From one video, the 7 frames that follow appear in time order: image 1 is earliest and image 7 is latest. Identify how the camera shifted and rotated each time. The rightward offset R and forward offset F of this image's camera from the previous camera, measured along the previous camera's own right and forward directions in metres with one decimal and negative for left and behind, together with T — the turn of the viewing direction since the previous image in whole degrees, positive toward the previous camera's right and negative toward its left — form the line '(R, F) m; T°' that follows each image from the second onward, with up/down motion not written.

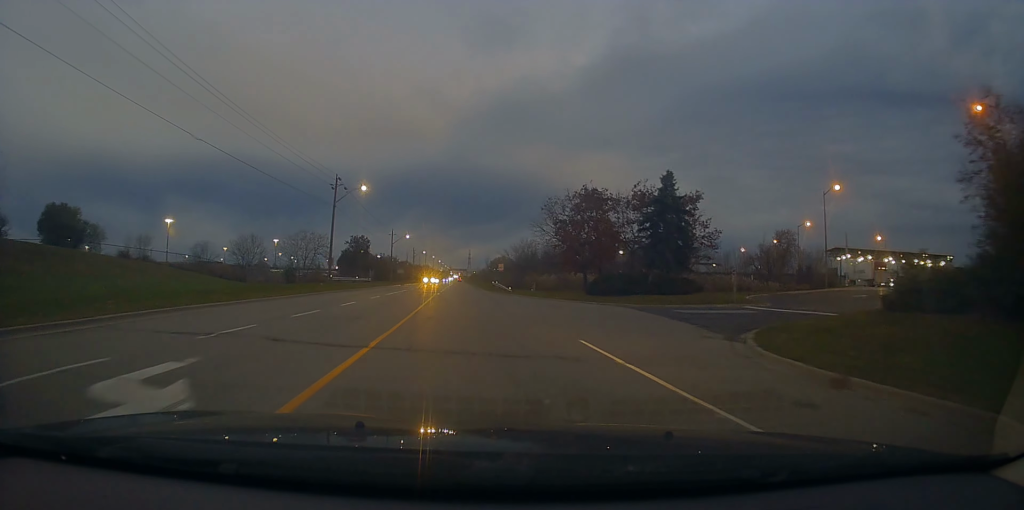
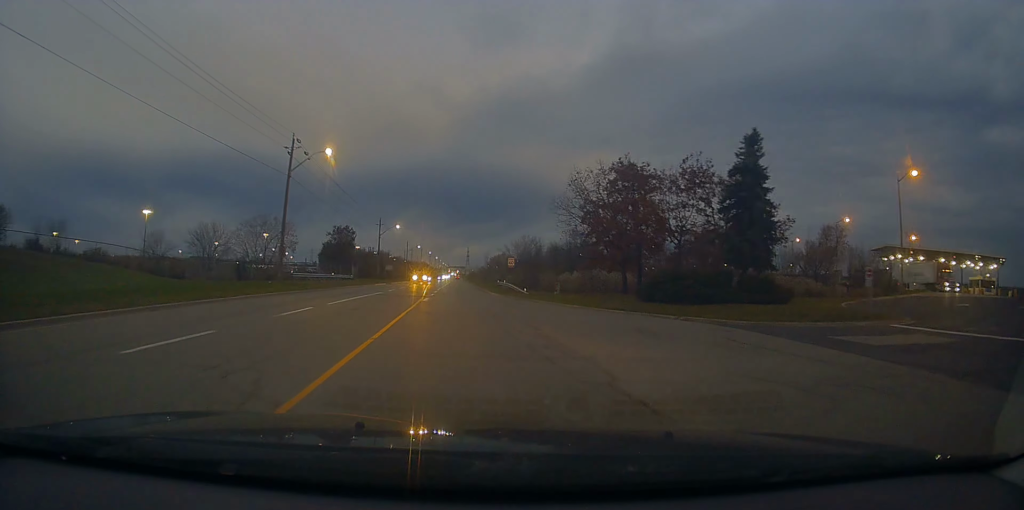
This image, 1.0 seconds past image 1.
(+0.2, +15.2) m; 0°
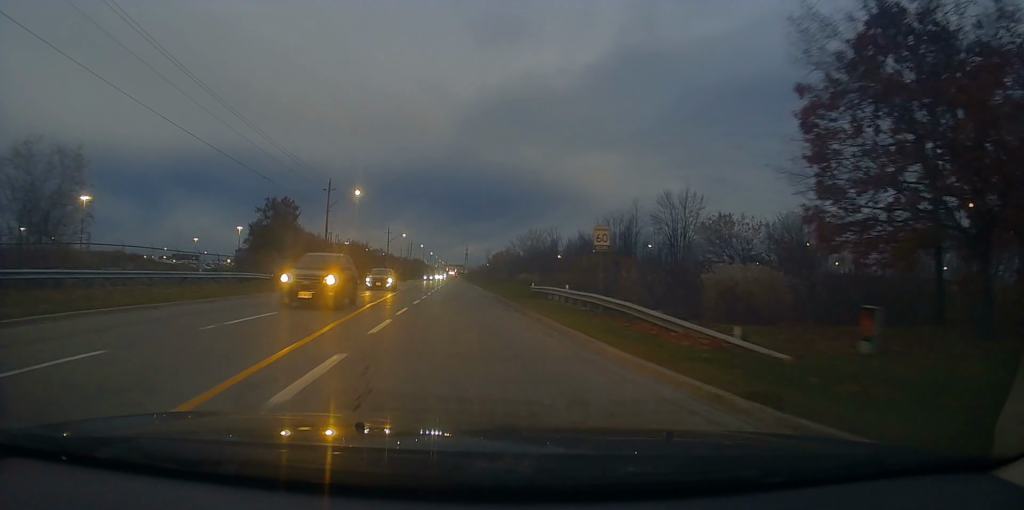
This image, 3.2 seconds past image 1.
(+0.7, +35.7) m; 0°
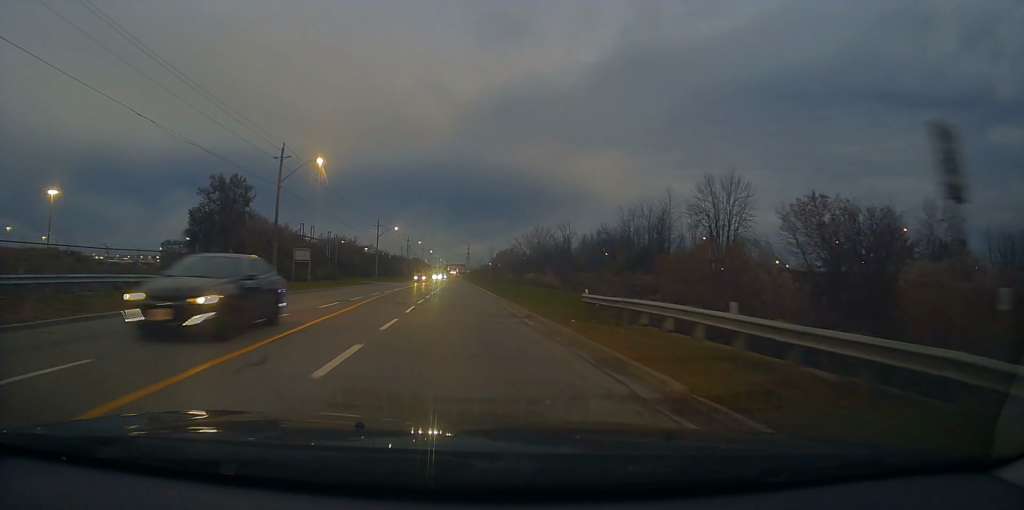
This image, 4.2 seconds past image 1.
(-0.8, +16.0) m; -1°
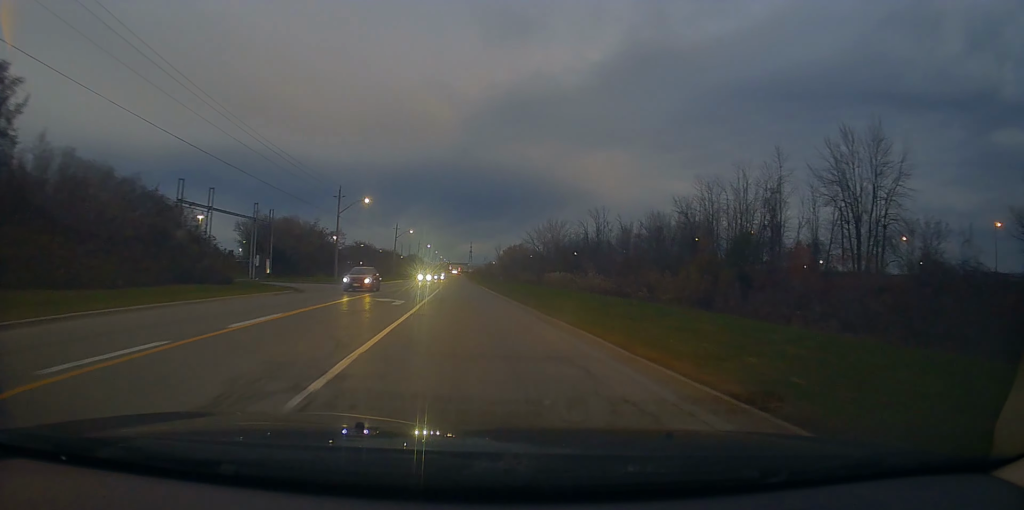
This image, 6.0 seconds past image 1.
(+0.1, +31.7) m; 0°
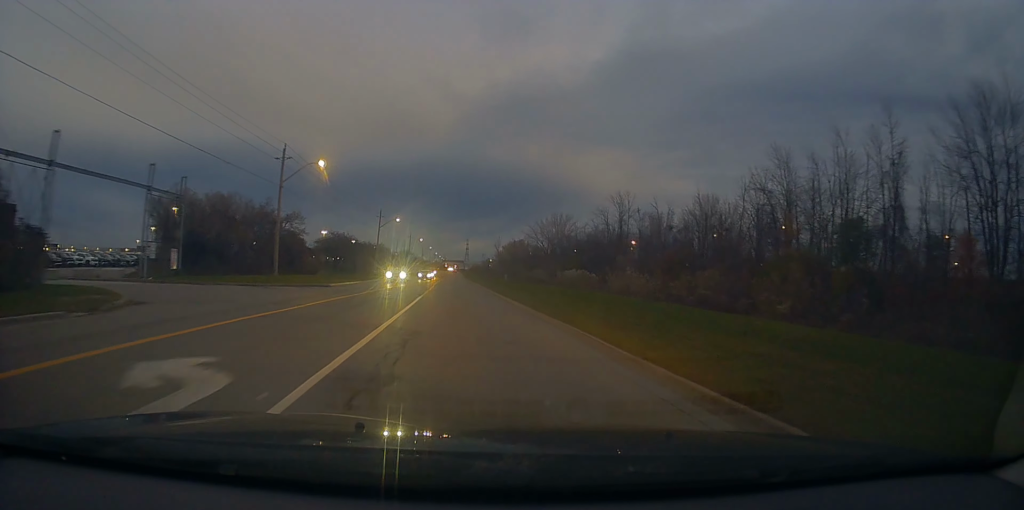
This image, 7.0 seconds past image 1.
(+0.4, +18.5) m; 0°
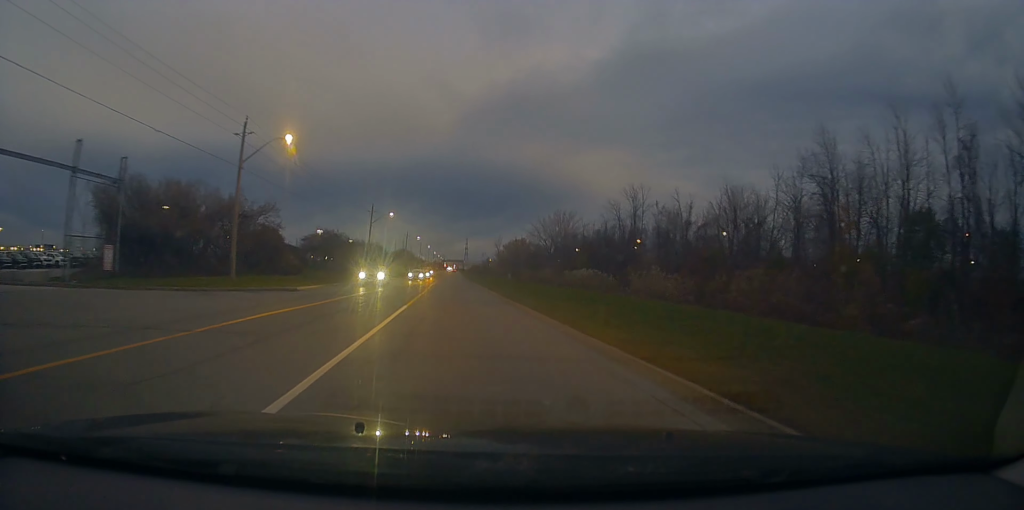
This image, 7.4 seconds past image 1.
(0.0, +7.8) m; 0°
